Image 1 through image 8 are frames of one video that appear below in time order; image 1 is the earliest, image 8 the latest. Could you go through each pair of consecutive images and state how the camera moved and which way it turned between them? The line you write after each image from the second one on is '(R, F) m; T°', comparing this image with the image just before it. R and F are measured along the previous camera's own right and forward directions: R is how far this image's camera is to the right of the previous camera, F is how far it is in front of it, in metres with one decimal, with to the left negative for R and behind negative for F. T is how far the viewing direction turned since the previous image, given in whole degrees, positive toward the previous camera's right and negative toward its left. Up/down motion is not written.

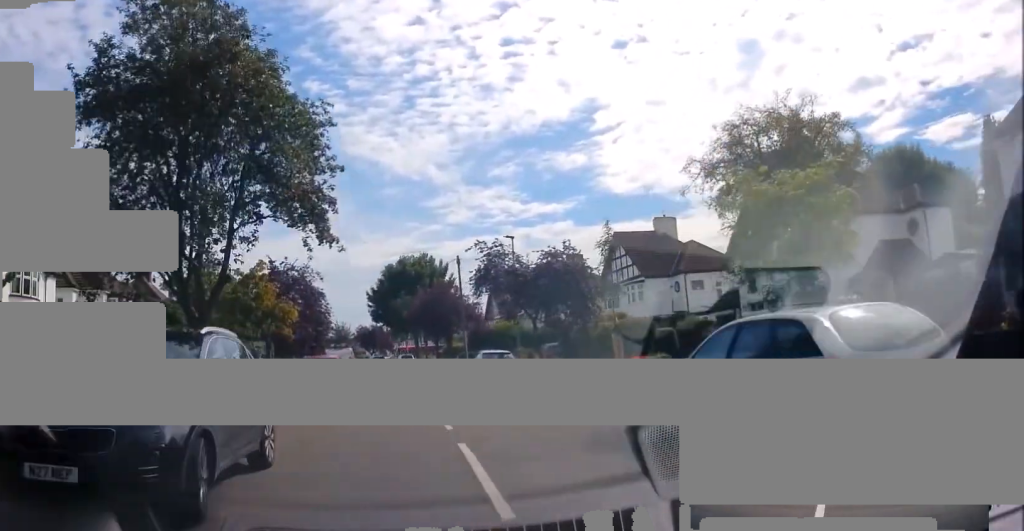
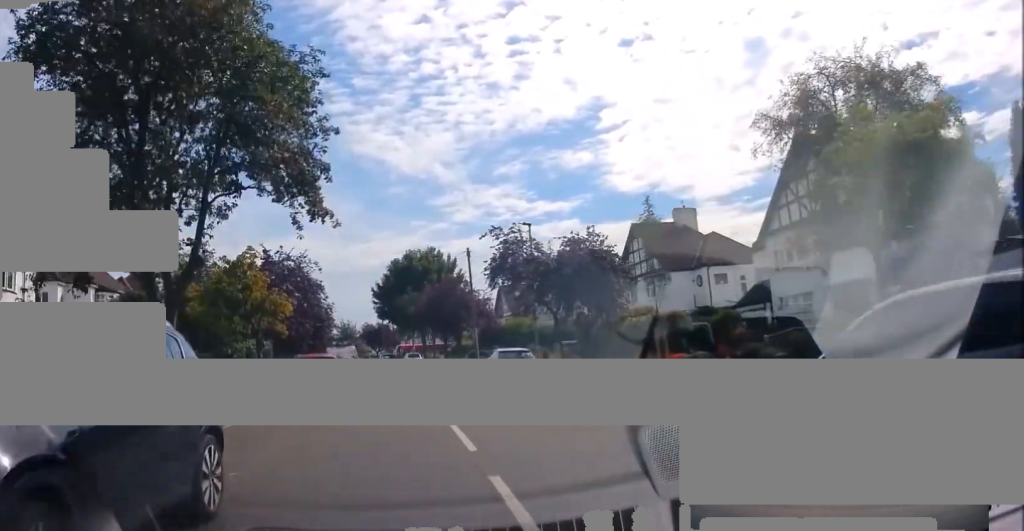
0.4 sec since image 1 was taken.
(-0.1, +2.5) m; +2°
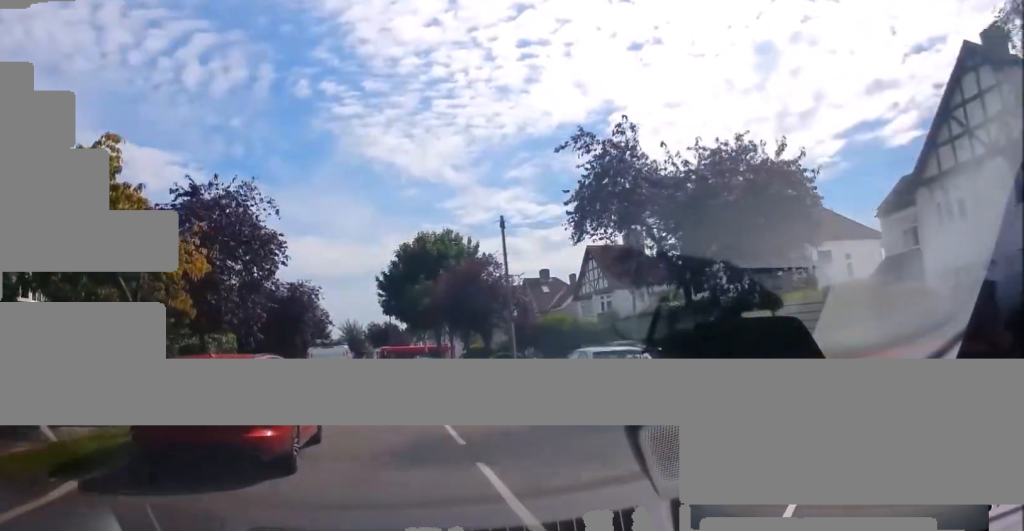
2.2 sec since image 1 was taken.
(+0.6, +11.2) m; +1°
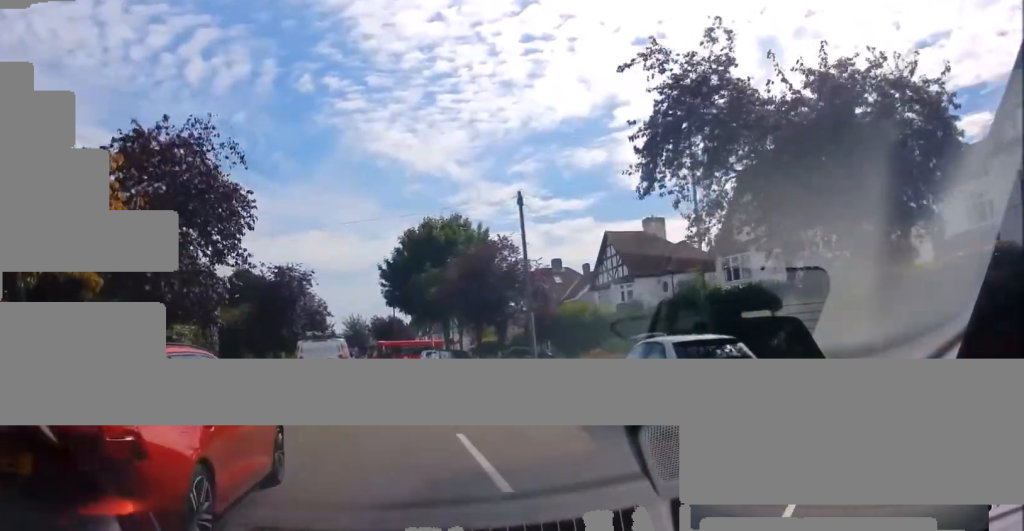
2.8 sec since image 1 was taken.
(-0.1, +3.7) m; -3°
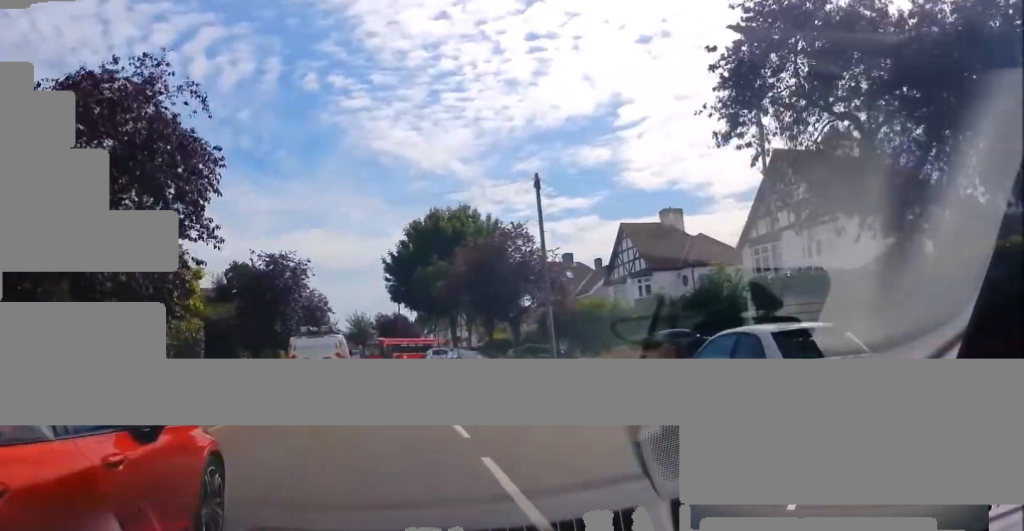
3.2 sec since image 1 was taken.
(-0.1, +2.7) m; -1°
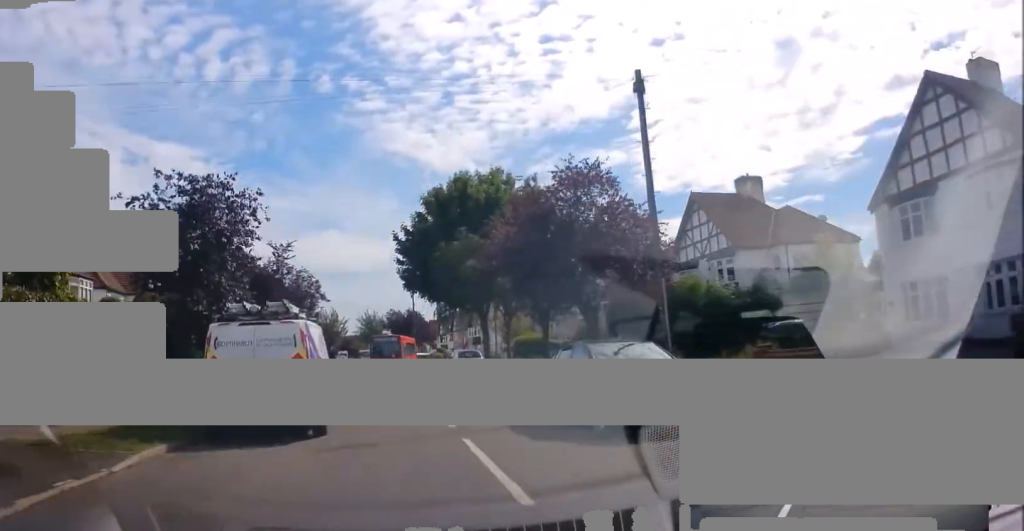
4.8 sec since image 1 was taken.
(-0.2, +9.7) m; +2°
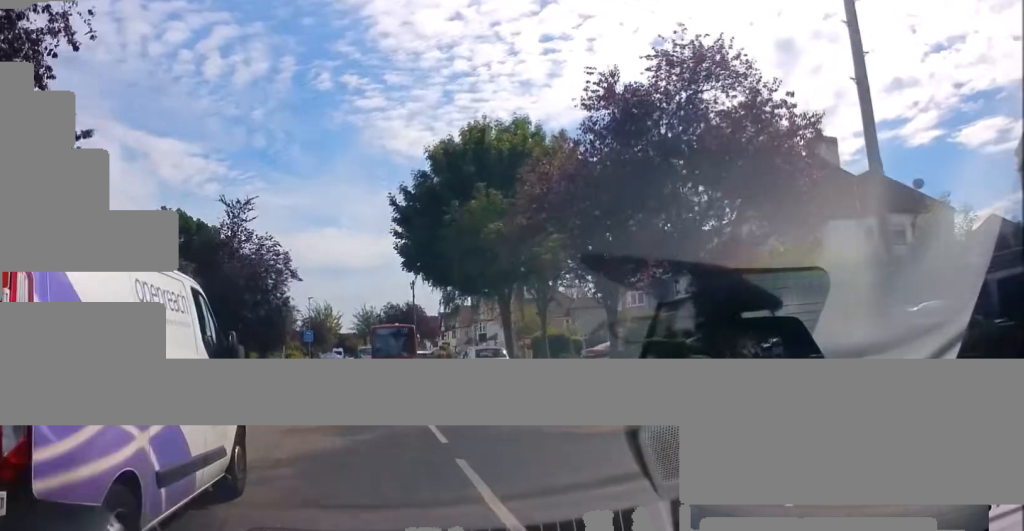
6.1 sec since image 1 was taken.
(+0.1, +7.7) m; -4°
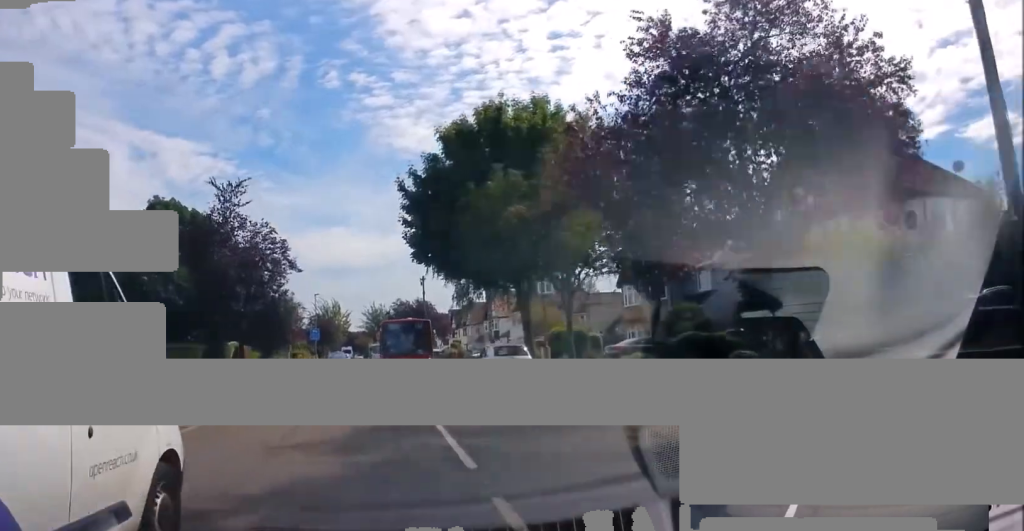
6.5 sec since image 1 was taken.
(-0.2, +2.2) m; -2°
